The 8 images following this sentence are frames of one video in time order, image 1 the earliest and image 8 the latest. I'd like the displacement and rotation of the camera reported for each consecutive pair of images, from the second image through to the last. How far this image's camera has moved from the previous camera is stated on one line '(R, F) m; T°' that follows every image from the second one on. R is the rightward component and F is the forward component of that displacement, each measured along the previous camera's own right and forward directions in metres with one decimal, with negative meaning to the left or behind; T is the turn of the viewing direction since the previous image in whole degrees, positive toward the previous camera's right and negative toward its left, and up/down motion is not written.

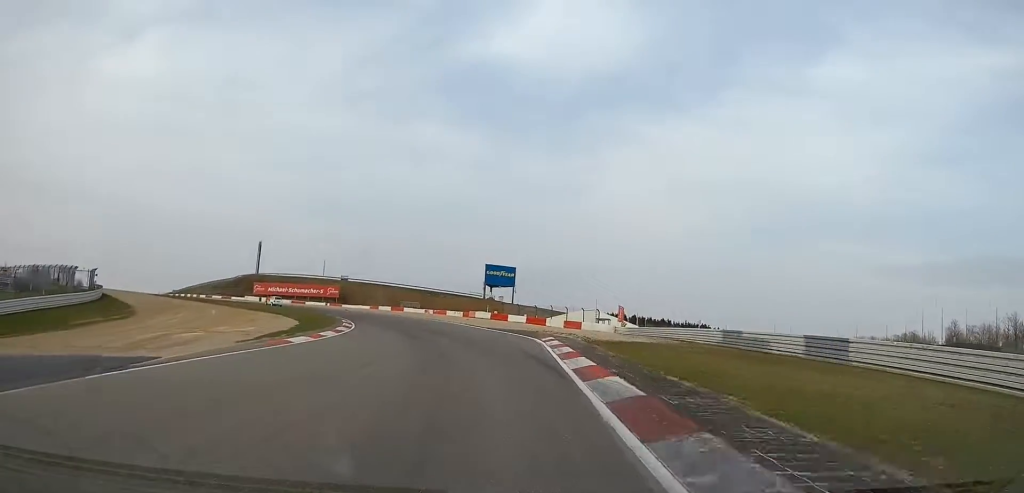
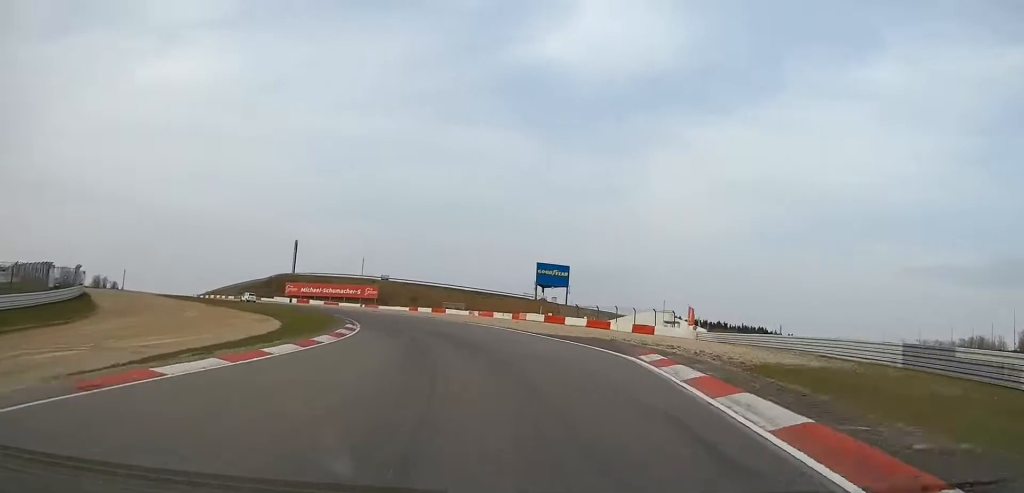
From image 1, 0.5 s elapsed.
(+0.2, +14.8) m; -3°
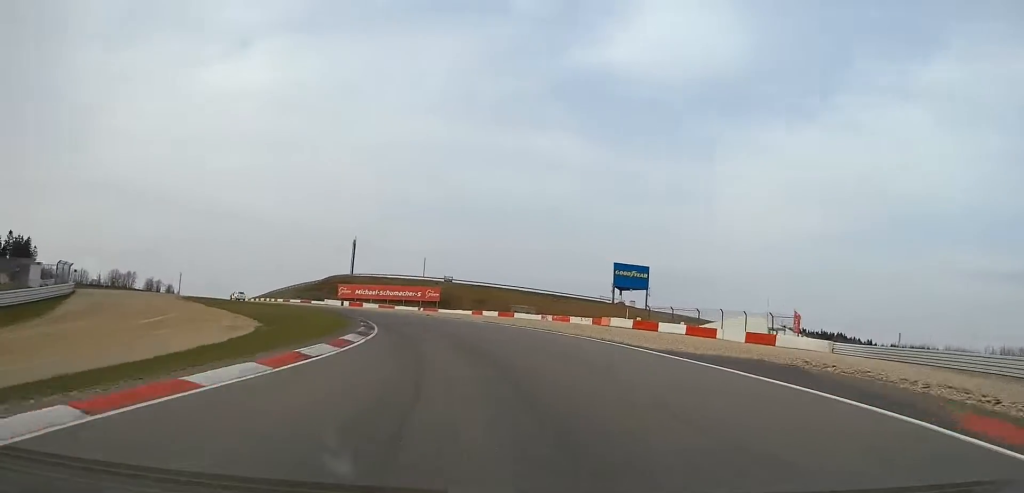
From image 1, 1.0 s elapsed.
(-1.0, +15.4) m; -5°
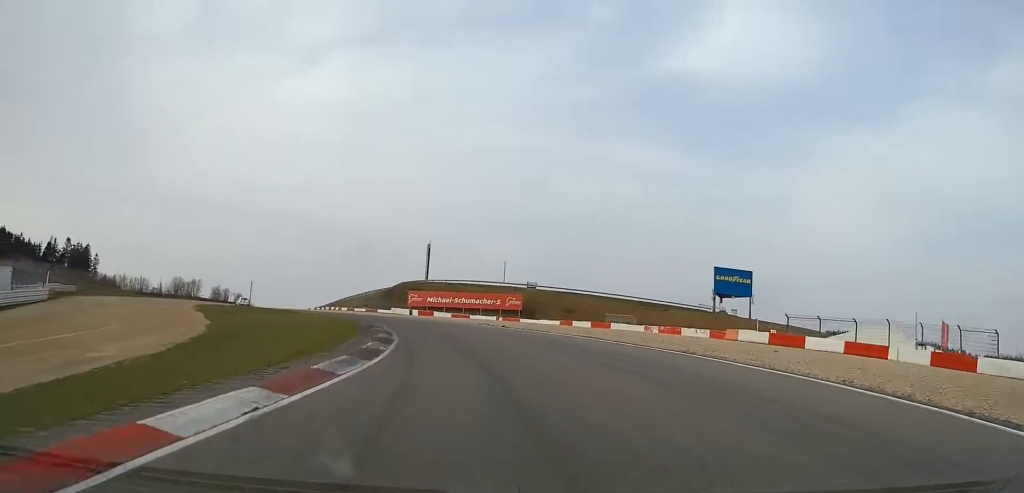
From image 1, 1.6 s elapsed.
(-0.5, +17.1) m; -6°
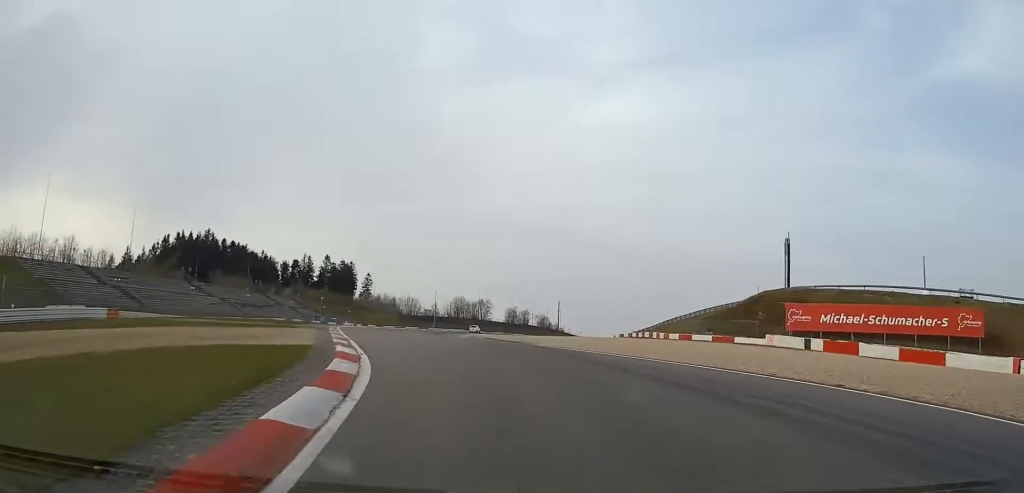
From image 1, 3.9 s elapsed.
(-15.4, +60.2) m; -28°
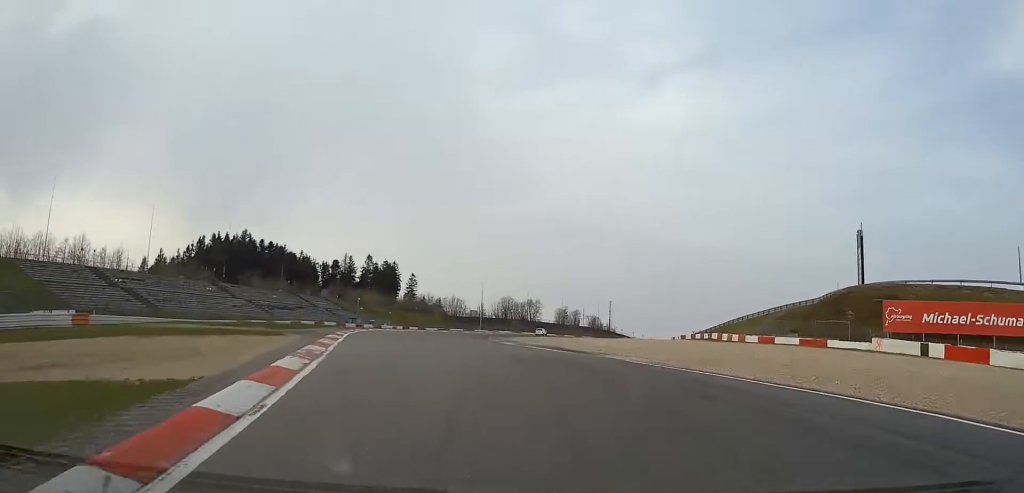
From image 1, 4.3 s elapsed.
(-0.5, +12.1) m; -4°
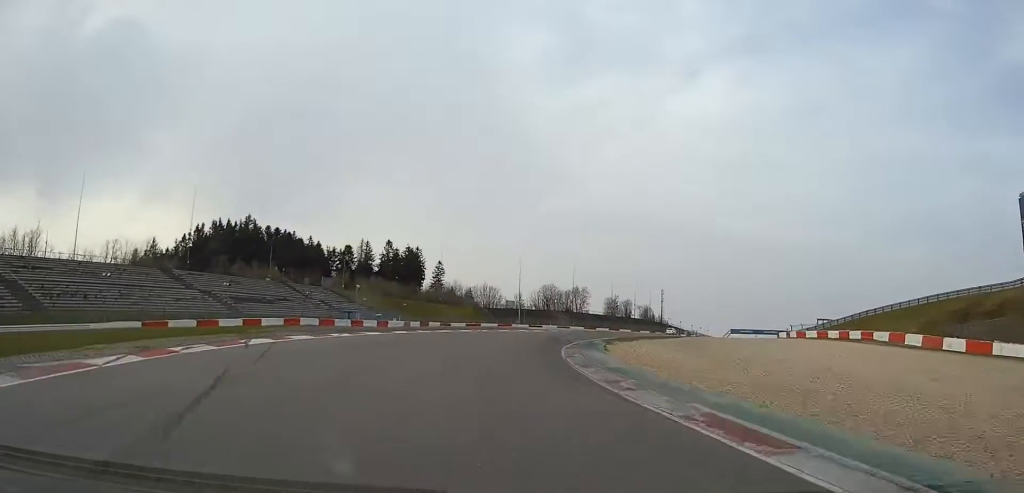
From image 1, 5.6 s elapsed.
(-3.5, +39.6) m; -6°
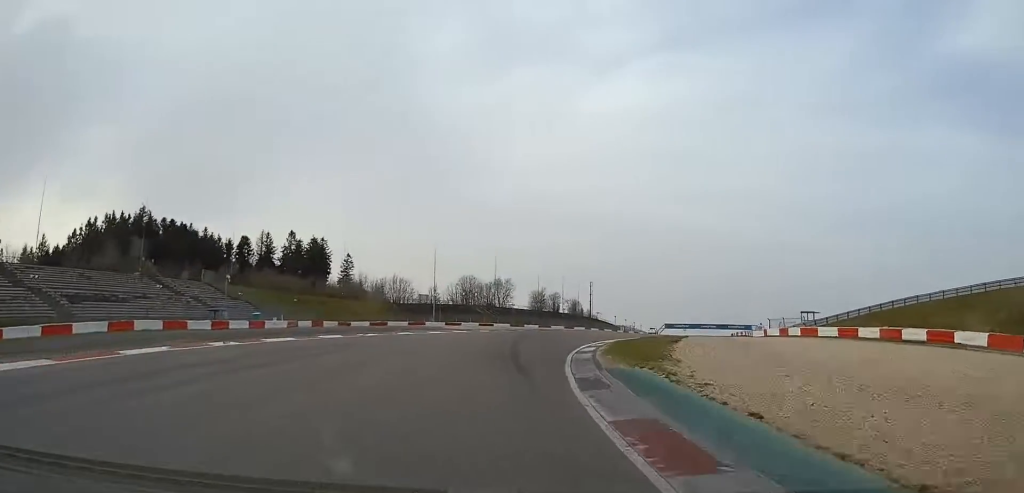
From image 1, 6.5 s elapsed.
(-0.2, +26.5) m; +4°
